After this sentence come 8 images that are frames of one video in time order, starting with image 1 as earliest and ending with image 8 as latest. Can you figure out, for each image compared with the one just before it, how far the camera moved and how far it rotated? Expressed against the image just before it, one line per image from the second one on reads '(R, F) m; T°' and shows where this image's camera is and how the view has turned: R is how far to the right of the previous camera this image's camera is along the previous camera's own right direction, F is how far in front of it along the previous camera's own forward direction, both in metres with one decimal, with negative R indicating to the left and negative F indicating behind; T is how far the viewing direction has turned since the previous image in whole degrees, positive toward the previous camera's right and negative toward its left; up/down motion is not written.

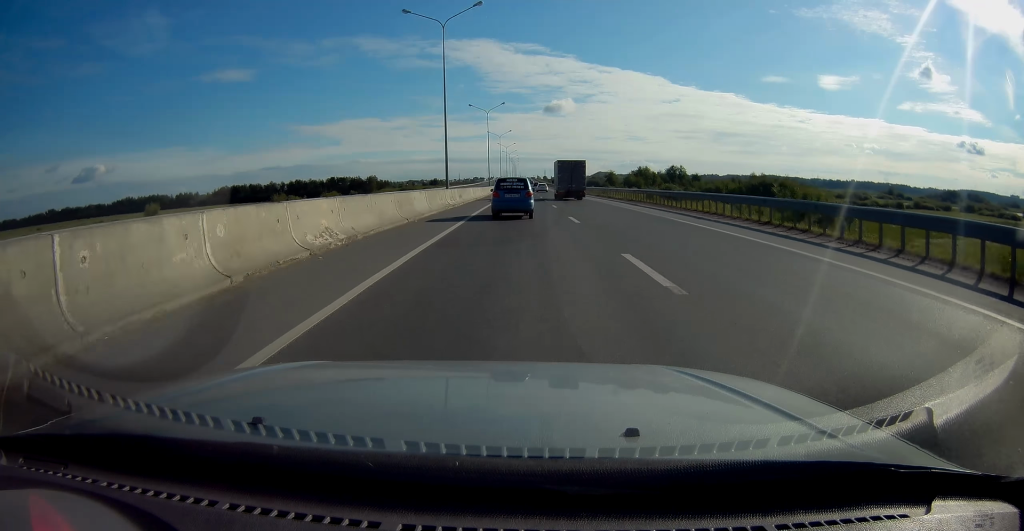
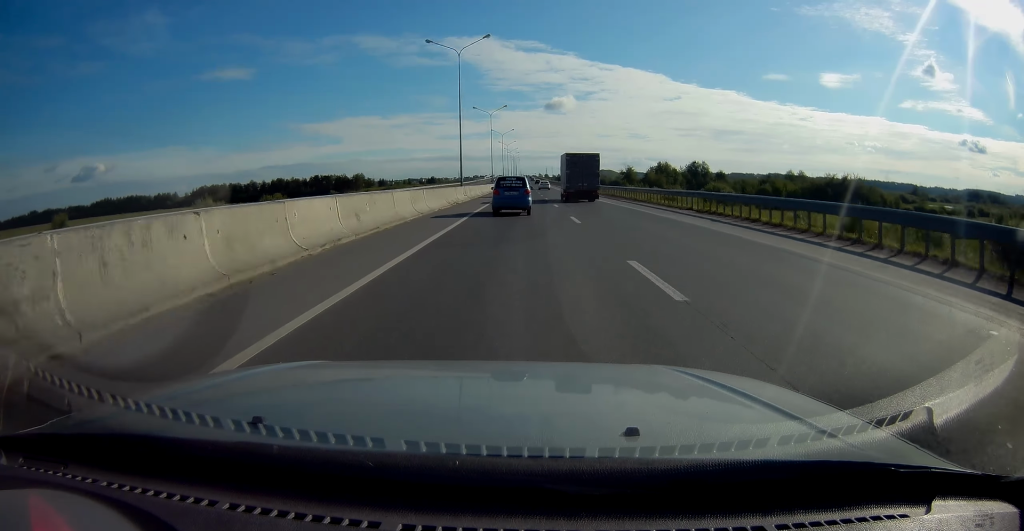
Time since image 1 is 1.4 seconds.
(+0.2, +36.1) m; 0°
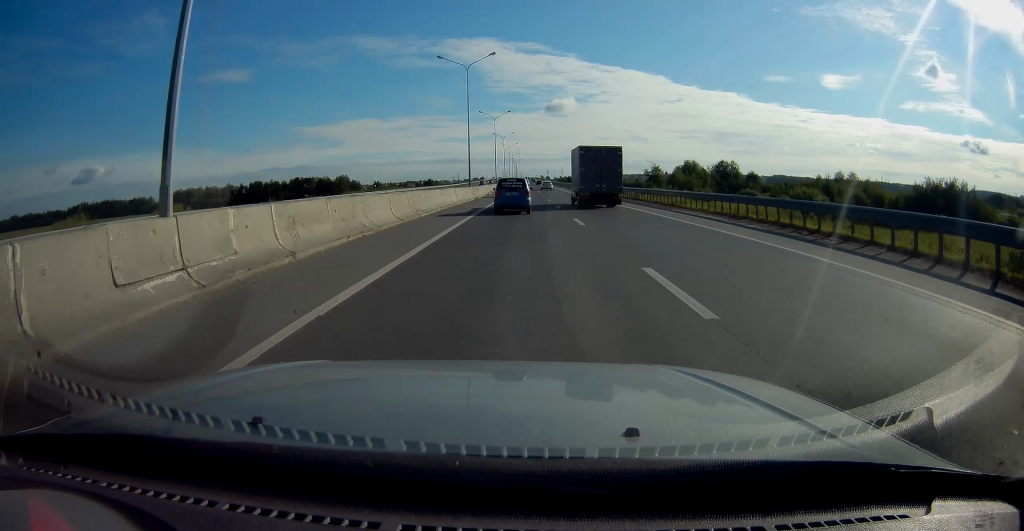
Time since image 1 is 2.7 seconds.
(-0.2, +36.5) m; -1°
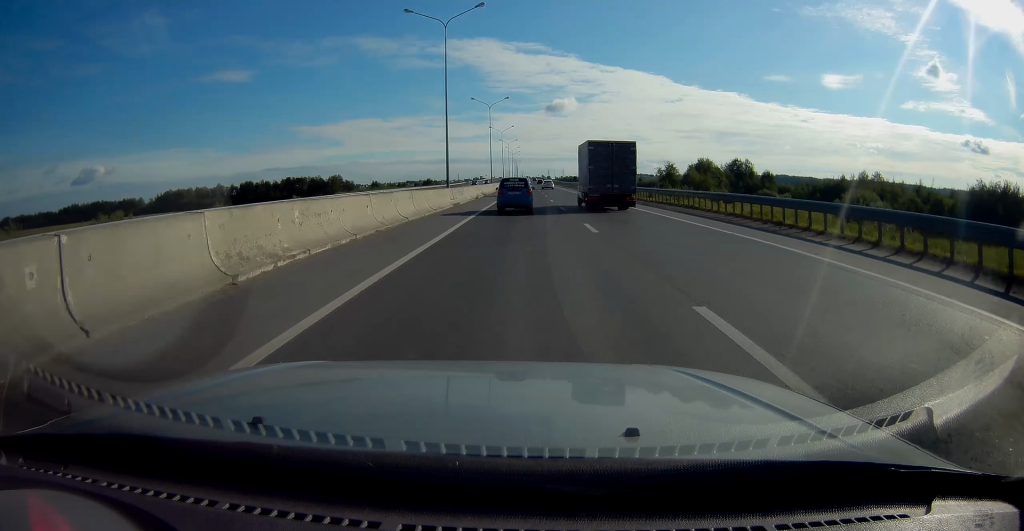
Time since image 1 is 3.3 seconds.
(0.0, +14.3) m; 0°
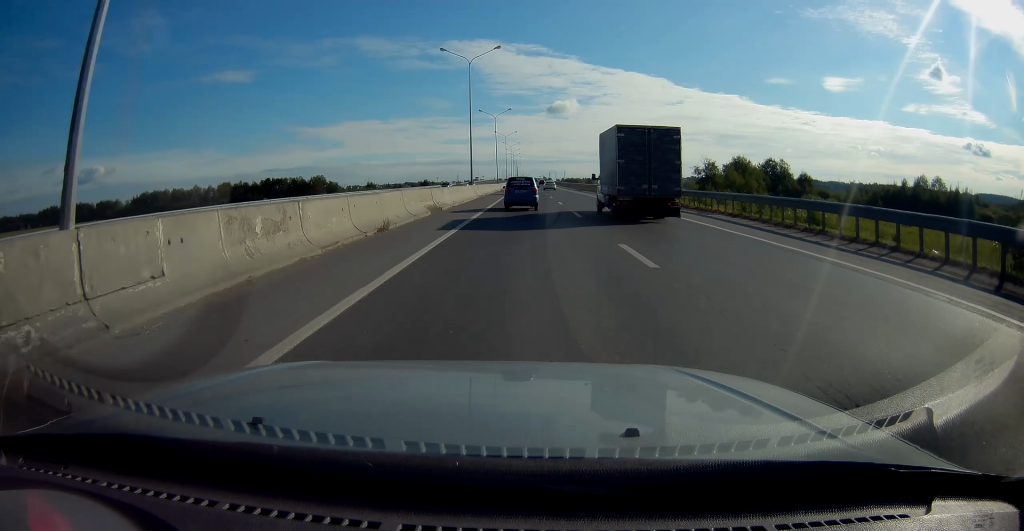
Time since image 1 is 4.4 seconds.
(0.0, +29.8) m; 0°
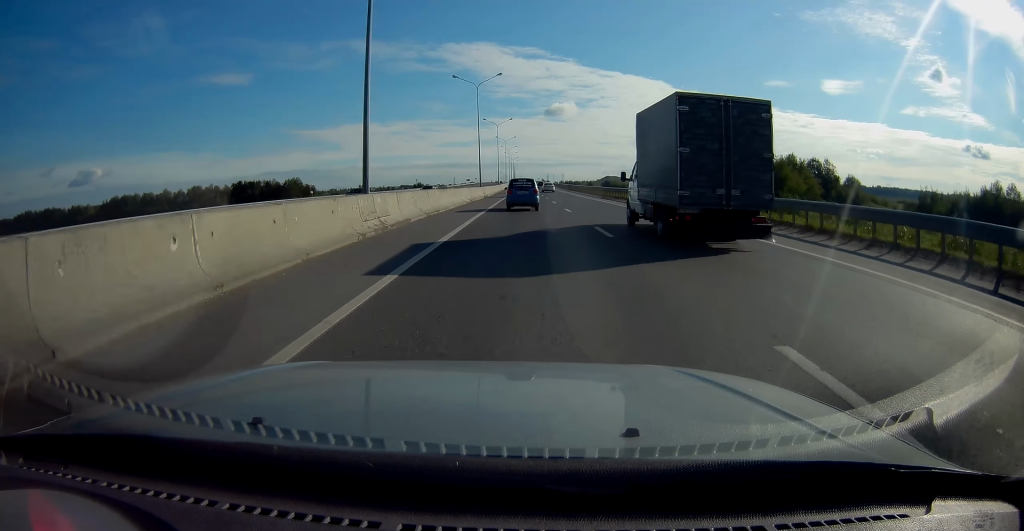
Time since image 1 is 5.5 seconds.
(+0.2, +31.0) m; 0°
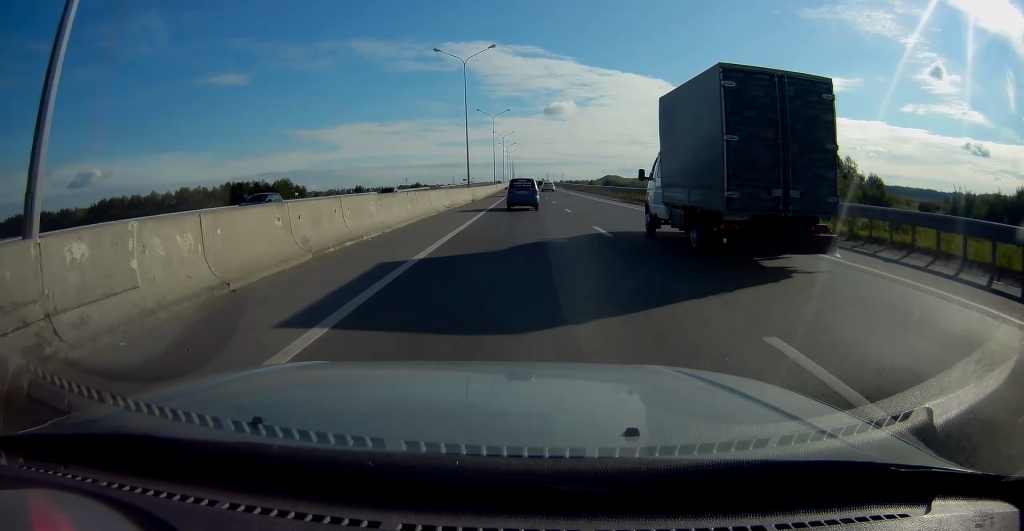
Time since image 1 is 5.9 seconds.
(0.0, +11.9) m; 0°
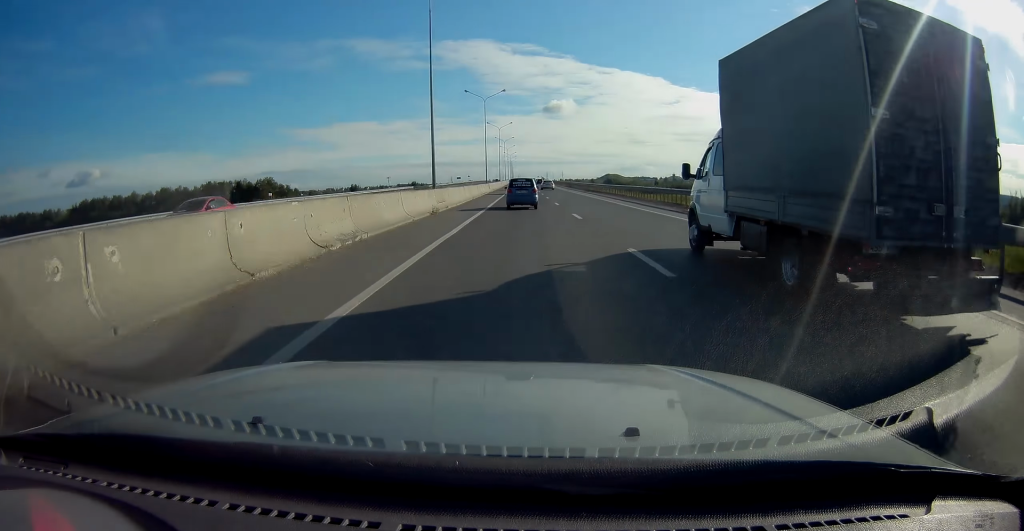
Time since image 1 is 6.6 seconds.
(0.0, +17.4) m; 0°
